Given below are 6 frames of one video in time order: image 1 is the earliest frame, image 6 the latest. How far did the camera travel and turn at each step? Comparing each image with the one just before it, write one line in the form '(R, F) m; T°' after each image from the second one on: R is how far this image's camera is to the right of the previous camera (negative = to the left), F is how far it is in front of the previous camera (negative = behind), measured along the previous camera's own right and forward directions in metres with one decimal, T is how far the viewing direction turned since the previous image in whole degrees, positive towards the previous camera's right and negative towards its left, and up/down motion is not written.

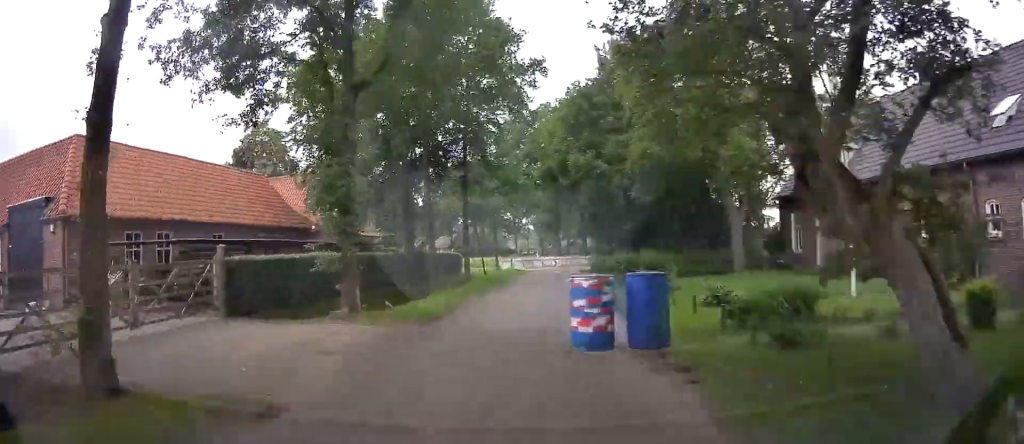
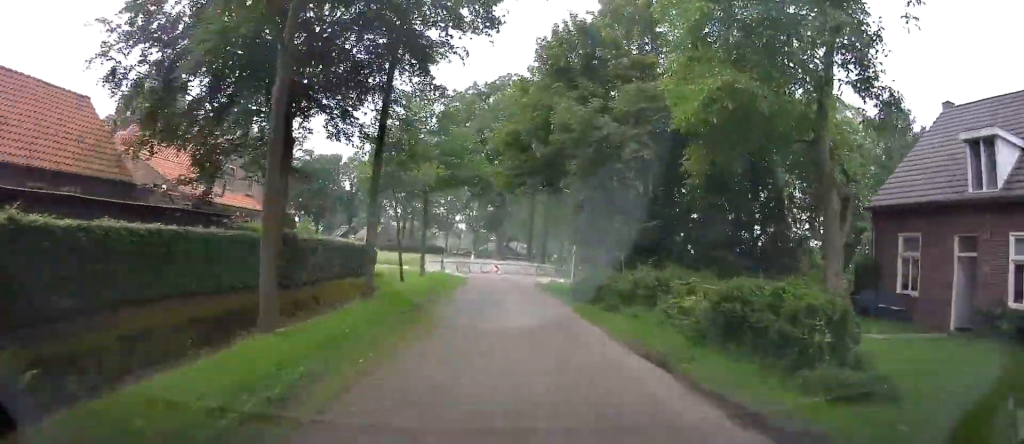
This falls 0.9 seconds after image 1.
(0.0, +11.2) m; -2°
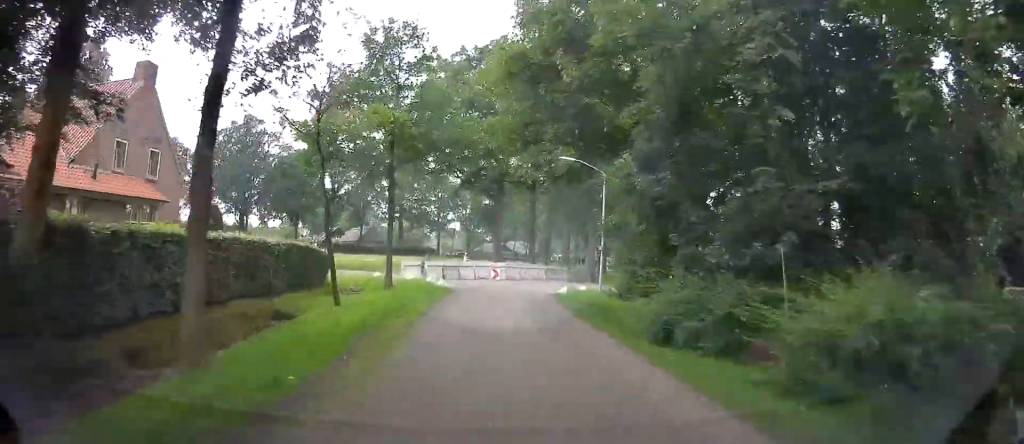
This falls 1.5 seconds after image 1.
(-0.3, +8.8) m; +1°
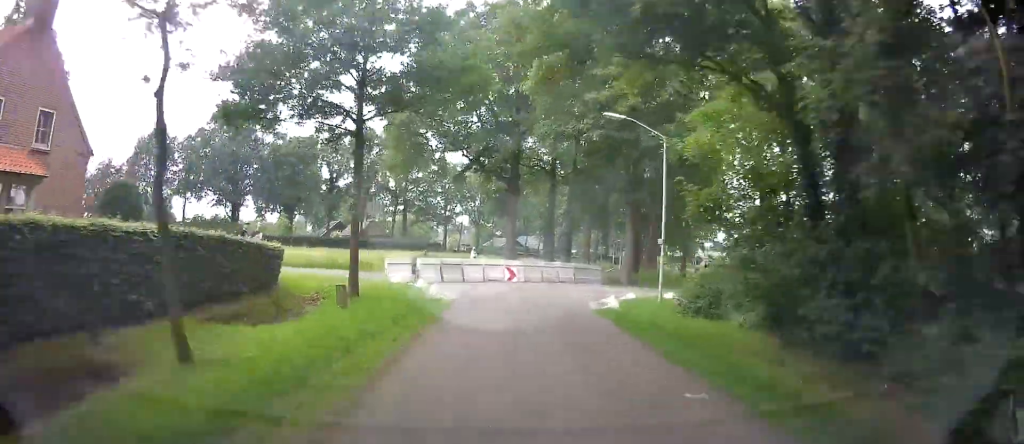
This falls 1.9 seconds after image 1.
(-0.4, +7.0) m; +1°
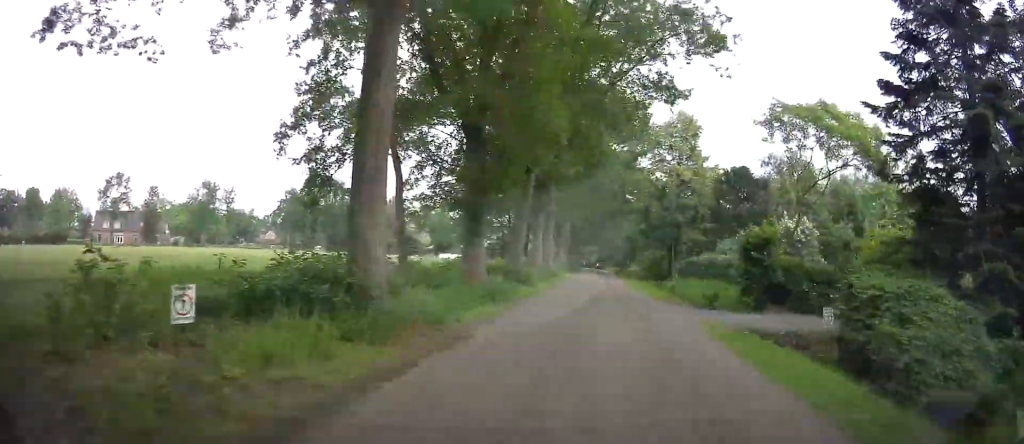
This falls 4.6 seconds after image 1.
(+11.6, +29.4) m; +65°
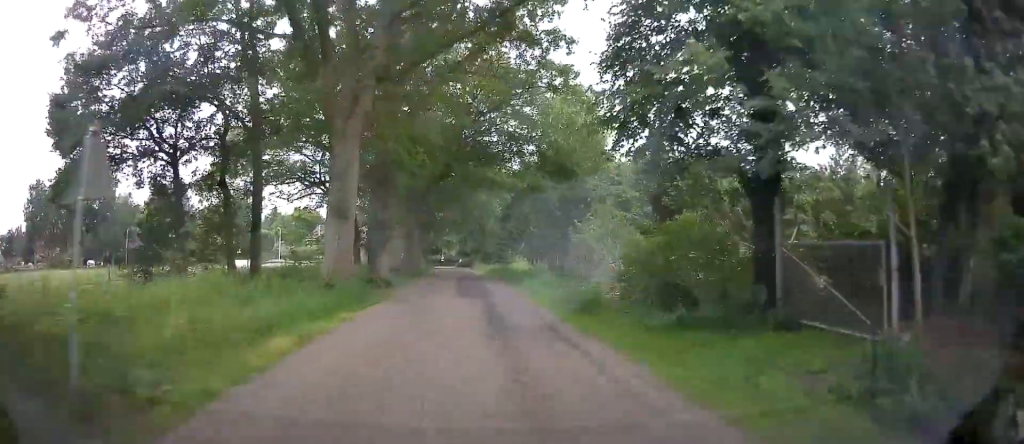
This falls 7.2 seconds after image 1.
(+15.9, +31.2) m; +31°
